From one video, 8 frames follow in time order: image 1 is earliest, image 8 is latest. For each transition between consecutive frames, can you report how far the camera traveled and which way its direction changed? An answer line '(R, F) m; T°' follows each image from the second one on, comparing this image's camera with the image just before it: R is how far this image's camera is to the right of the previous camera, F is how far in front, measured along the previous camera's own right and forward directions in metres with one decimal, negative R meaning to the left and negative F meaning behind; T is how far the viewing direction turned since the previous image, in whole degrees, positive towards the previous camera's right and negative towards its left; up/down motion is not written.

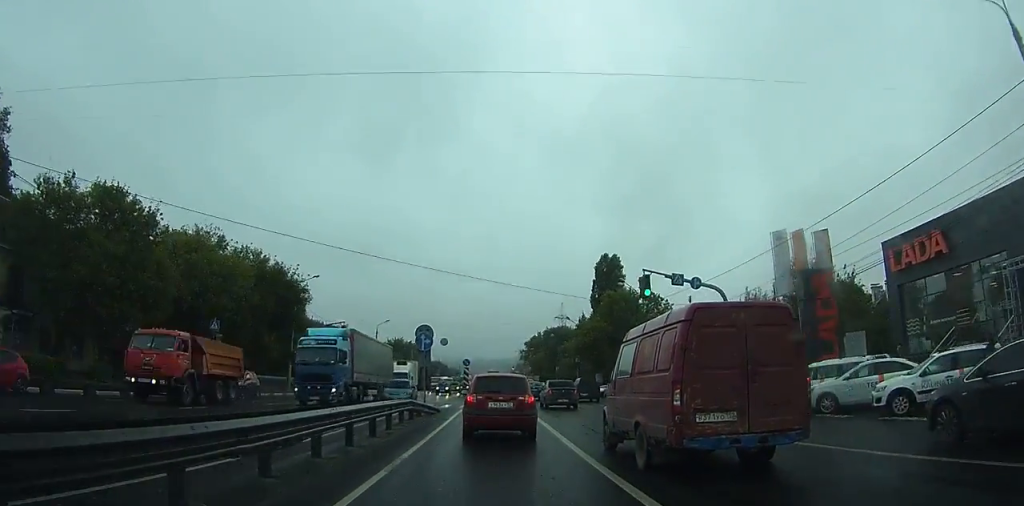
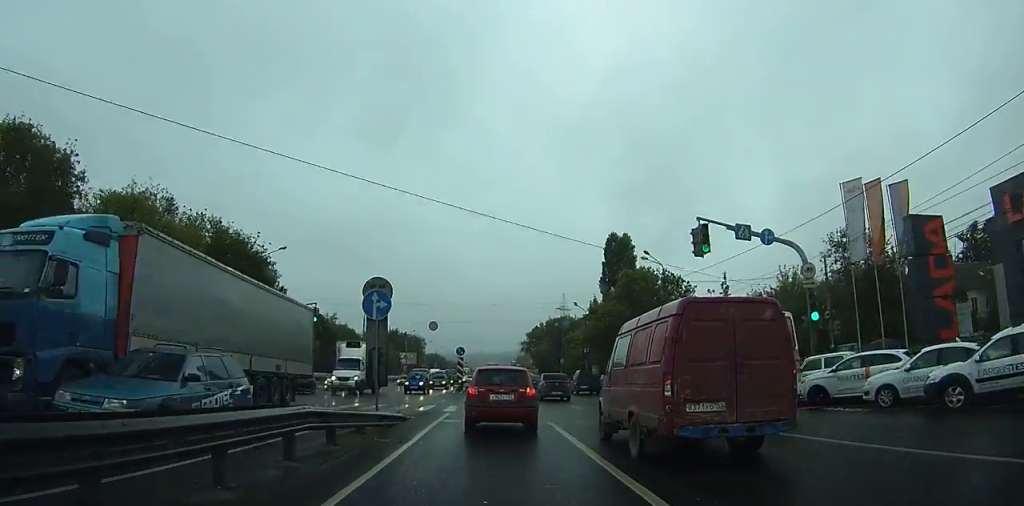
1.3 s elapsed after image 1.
(+0.1, +7.1) m; +1°
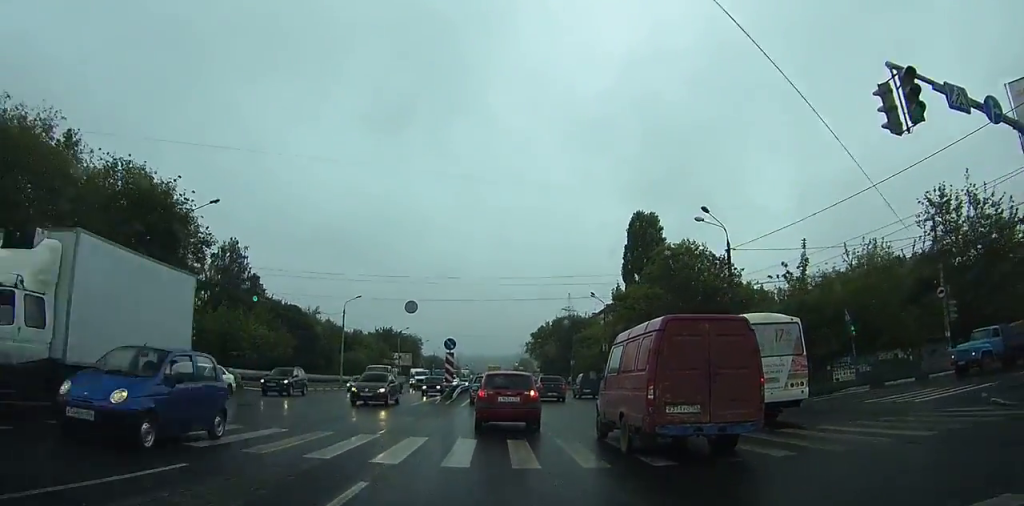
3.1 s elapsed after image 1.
(0.0, +11.8) m; 0°
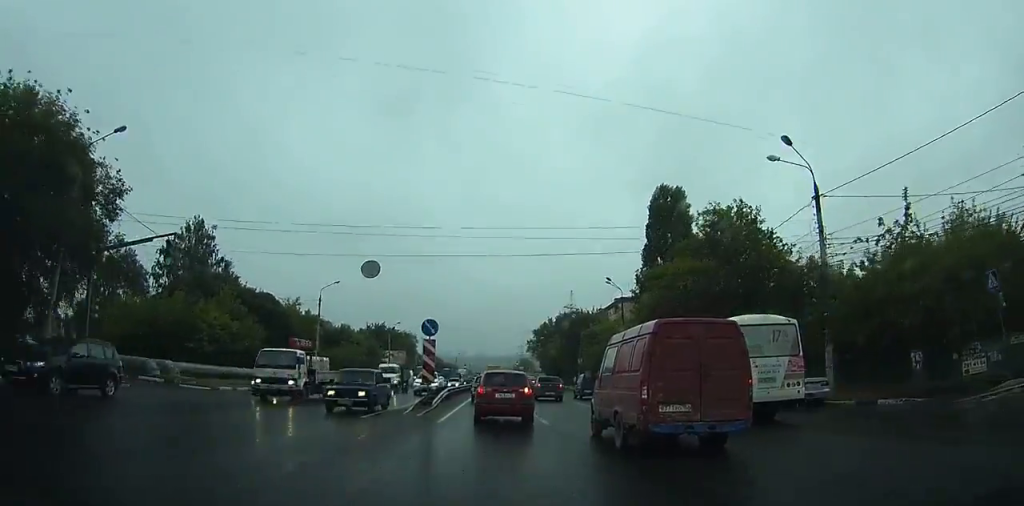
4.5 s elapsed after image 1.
(0.0, +10.1) m; 0°
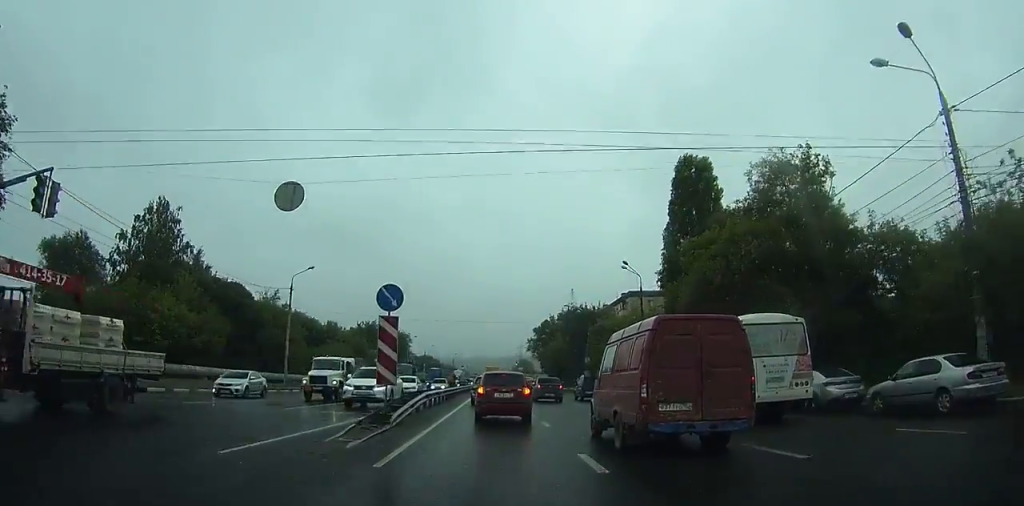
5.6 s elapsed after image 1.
(0.0, +8.4) m; 0°
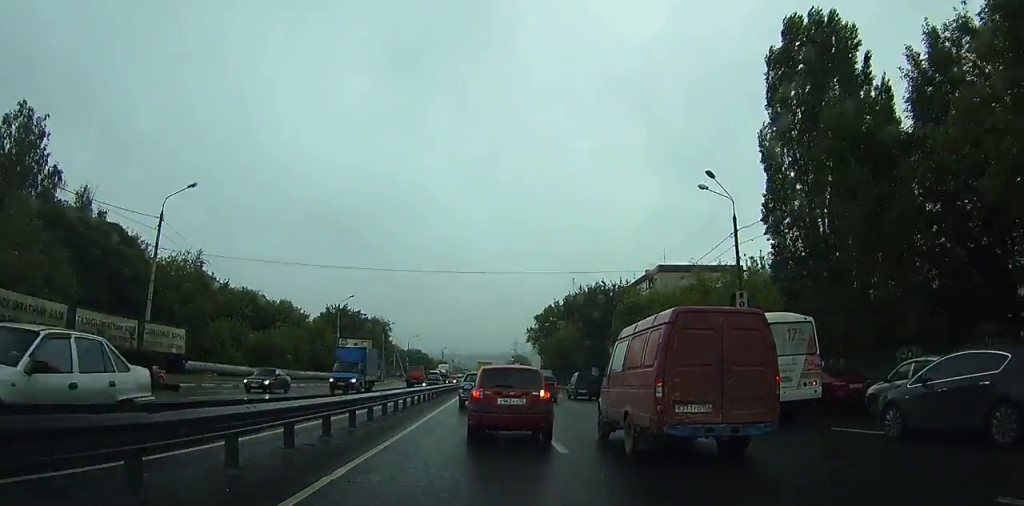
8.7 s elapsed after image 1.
(+0.1, +22.4) m; +1°
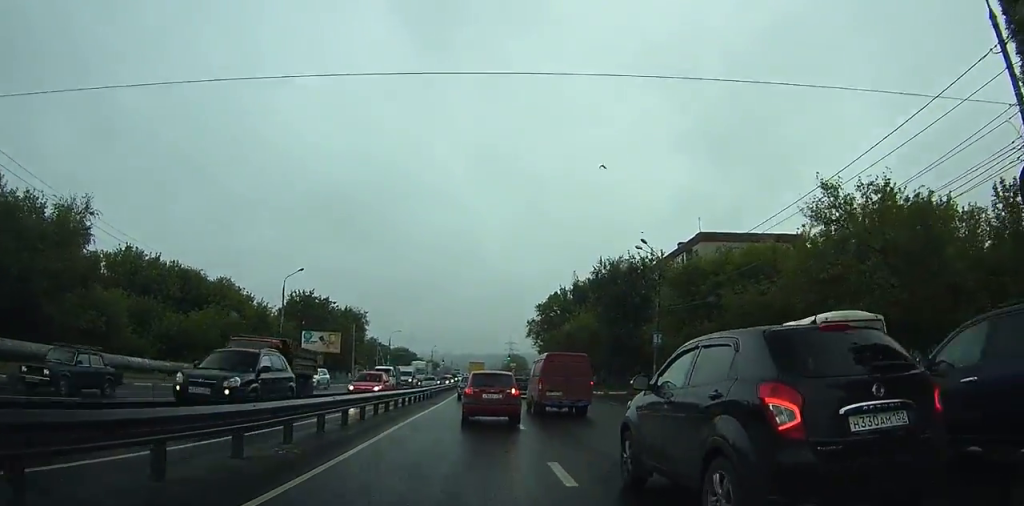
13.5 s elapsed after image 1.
(0.0, +25.6) m; +1°
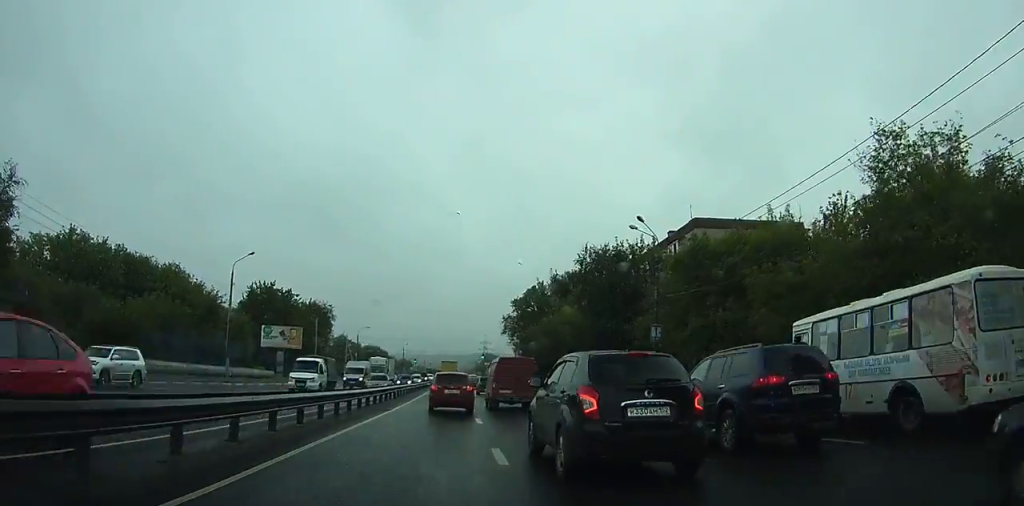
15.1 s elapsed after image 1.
(+0.1, +7.1) m; +1°
